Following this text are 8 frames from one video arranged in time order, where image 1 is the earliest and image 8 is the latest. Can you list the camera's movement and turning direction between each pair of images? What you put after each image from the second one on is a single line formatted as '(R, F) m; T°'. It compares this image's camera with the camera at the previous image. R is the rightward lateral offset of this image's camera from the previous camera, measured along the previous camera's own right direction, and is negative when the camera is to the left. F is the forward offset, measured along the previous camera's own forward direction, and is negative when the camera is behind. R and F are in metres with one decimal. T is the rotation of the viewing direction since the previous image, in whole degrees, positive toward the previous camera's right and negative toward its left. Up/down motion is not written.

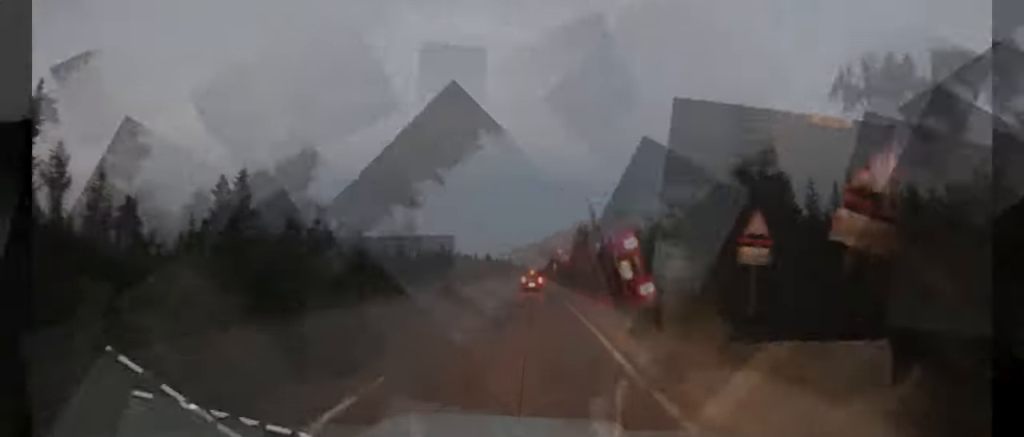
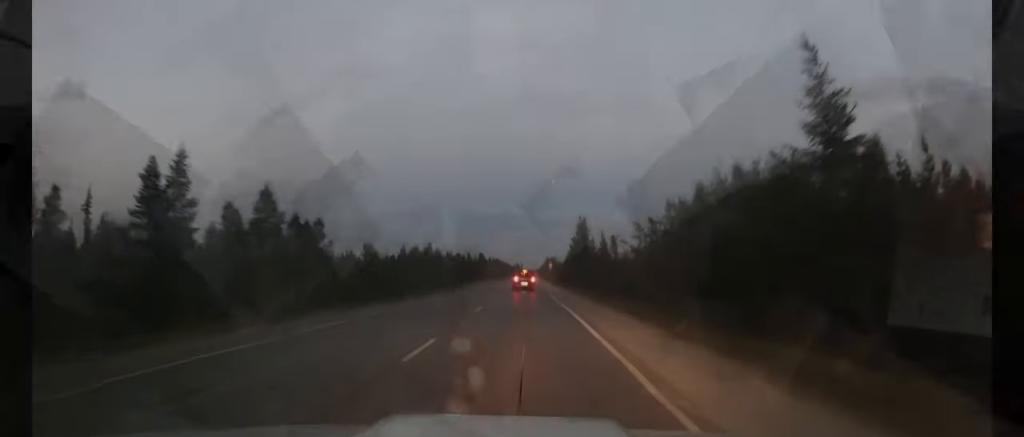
(0.0, +7.5) m; 0°
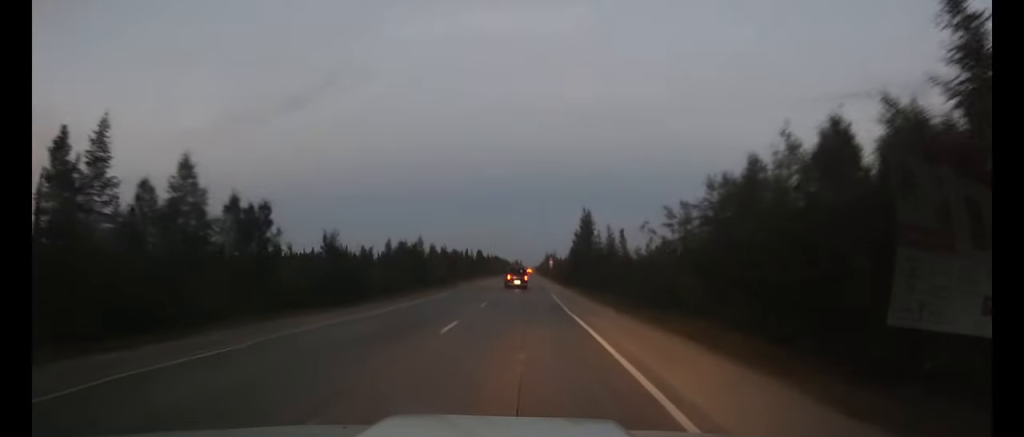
(0.0, +7.9) m; 0°
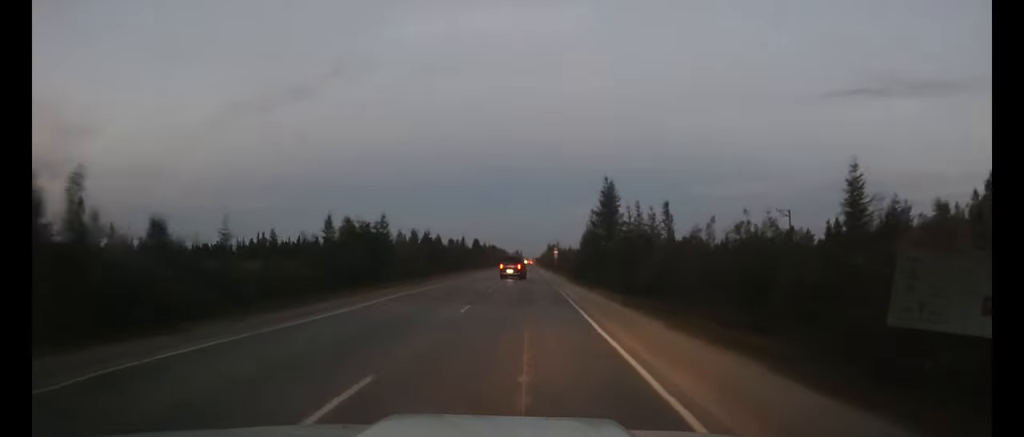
(0.0, +22.0) m; 0°
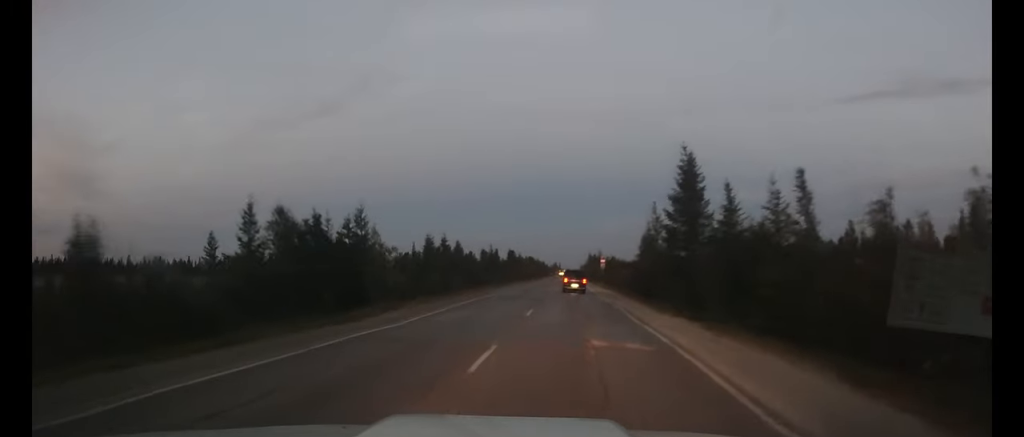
(-0.1, +19.8) m; -1°
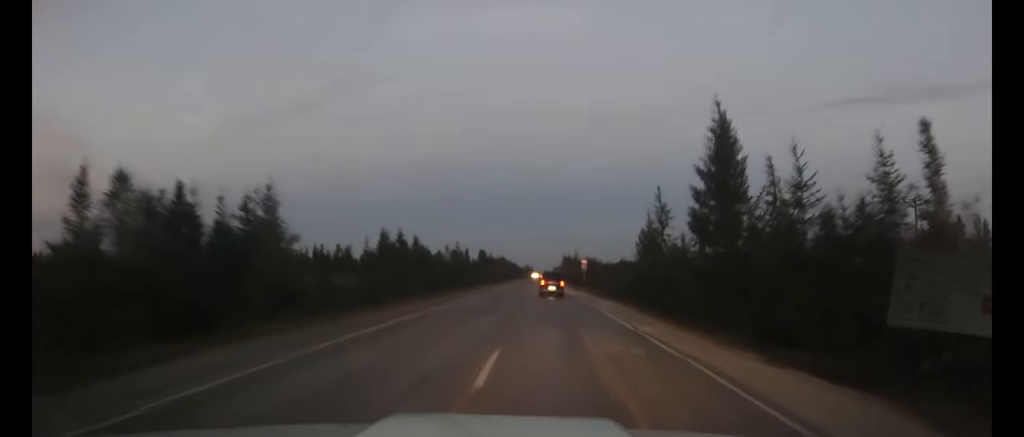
(-0.2, +12.0) m; 0°
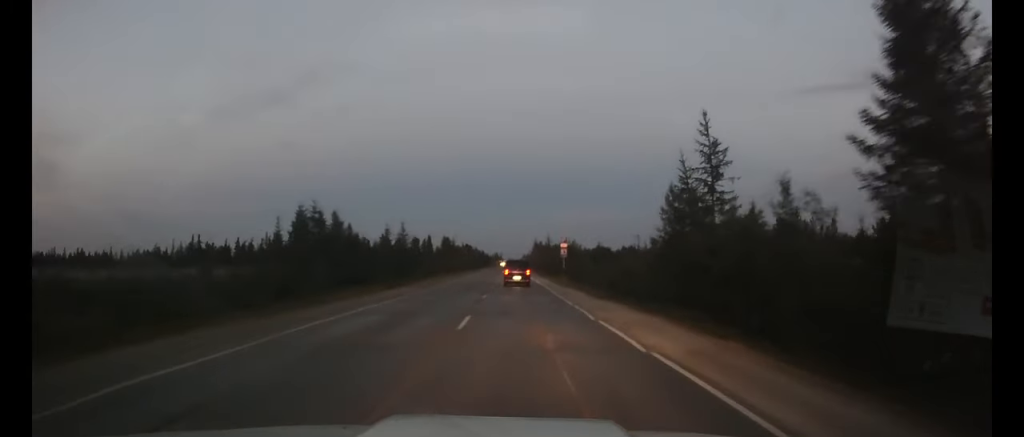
(+0.3, +18.7) m; +3°
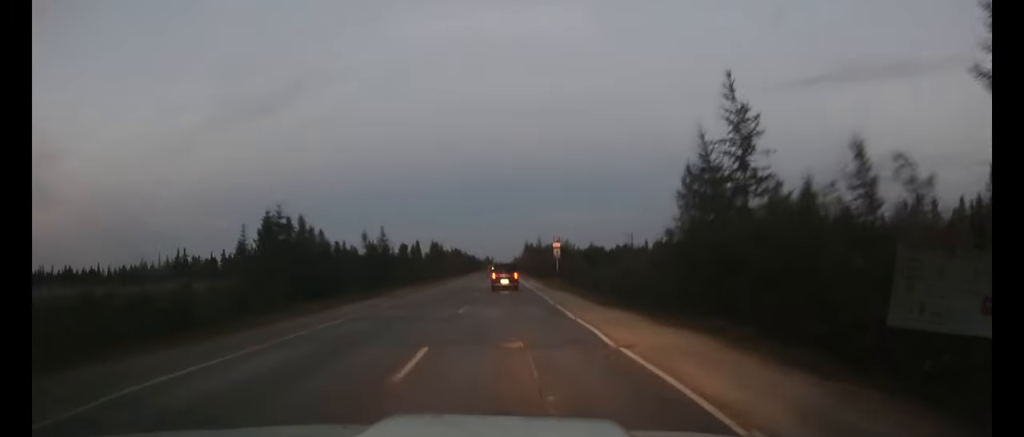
(+0.1, +5.4) m; 0°
